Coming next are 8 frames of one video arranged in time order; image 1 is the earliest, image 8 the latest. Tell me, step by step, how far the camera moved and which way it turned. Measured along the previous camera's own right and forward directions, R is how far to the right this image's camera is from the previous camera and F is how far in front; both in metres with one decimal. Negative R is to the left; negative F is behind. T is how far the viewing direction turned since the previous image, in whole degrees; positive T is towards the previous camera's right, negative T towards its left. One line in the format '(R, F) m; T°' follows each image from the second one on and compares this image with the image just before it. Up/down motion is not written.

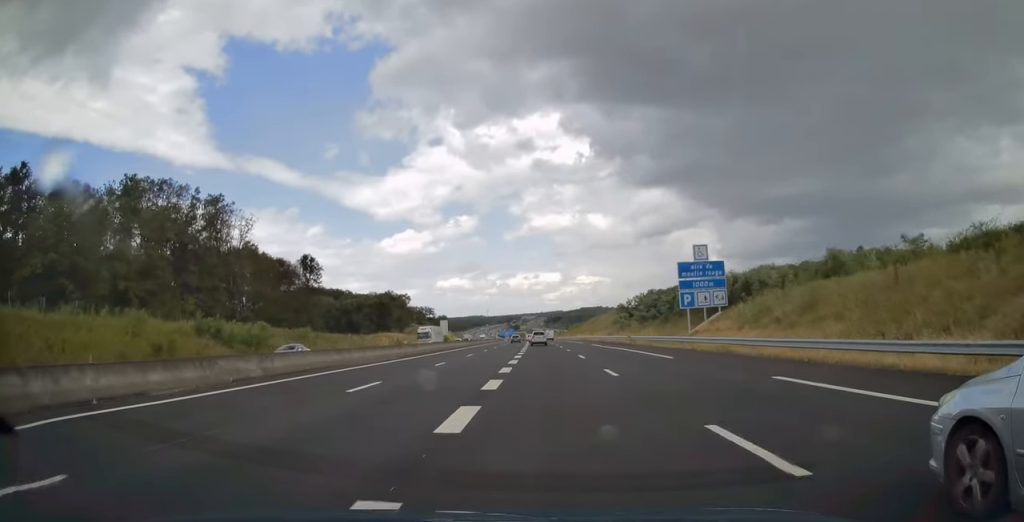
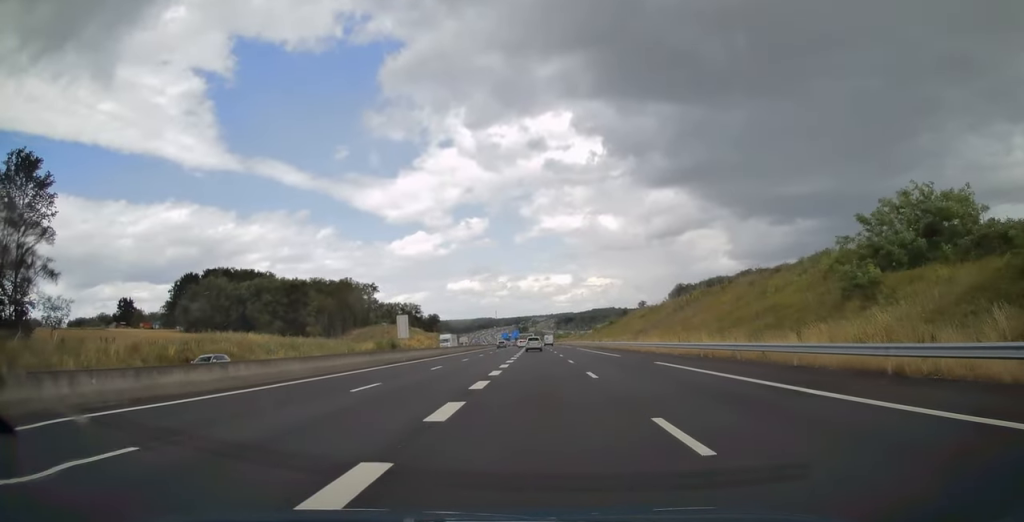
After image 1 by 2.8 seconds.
(-1.2, +85.1) m; -1°
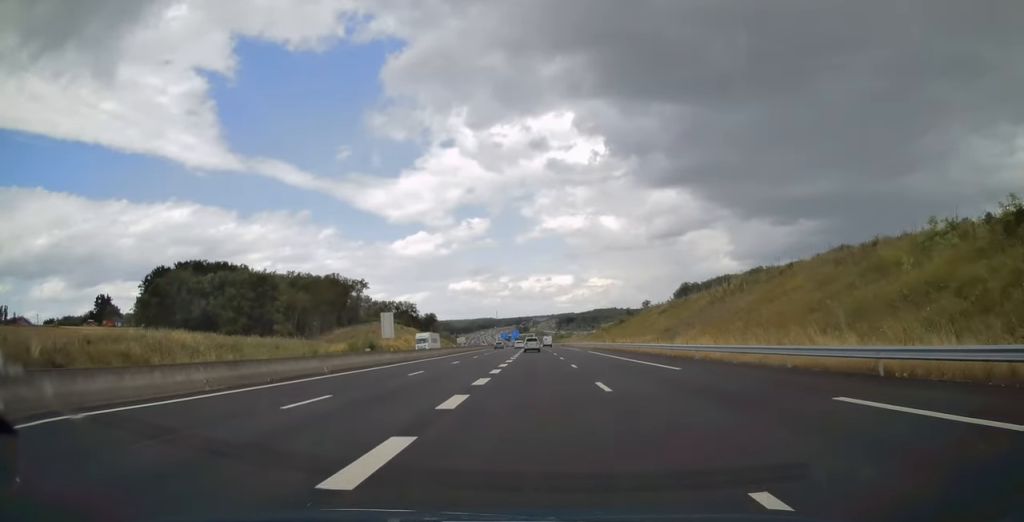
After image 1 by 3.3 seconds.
(0.0, +19.6) m; 0°
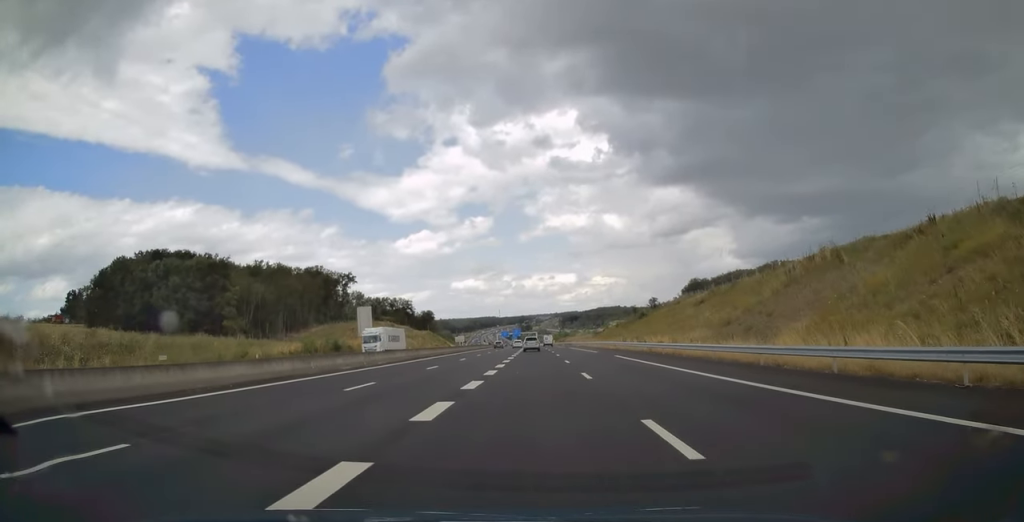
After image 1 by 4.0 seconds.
(0.0, +23.2) m; 0°
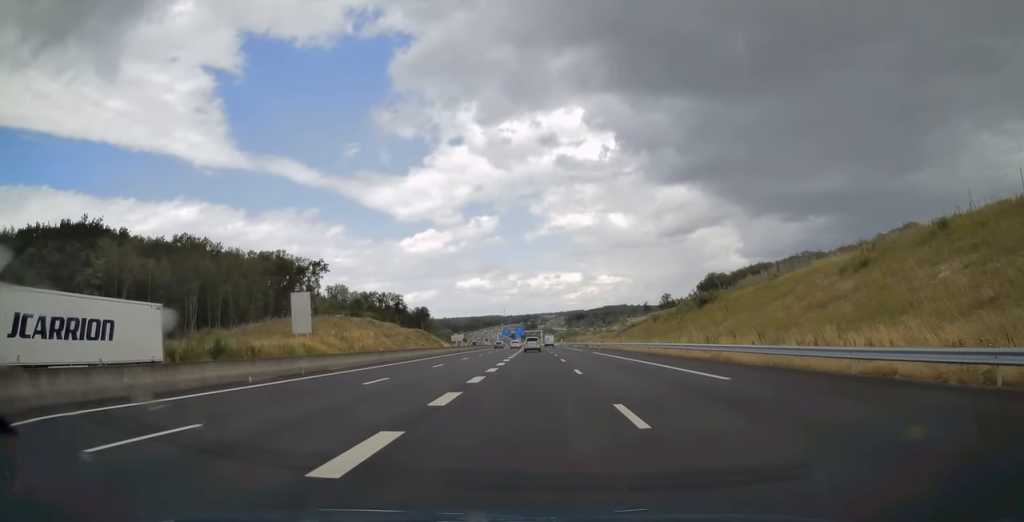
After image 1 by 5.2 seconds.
(-0.2, +38.0) m; 0°
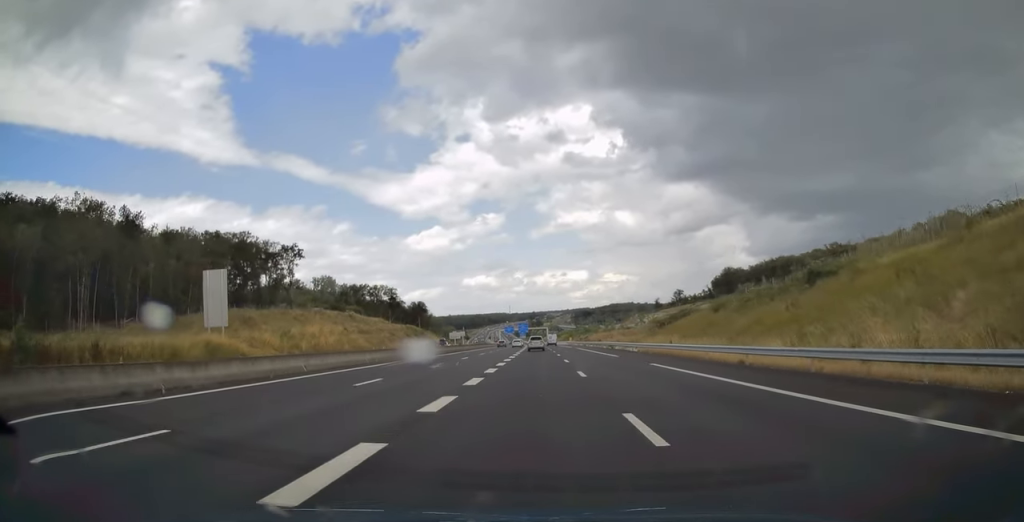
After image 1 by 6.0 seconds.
(-0.1, +26.8) m; 0°
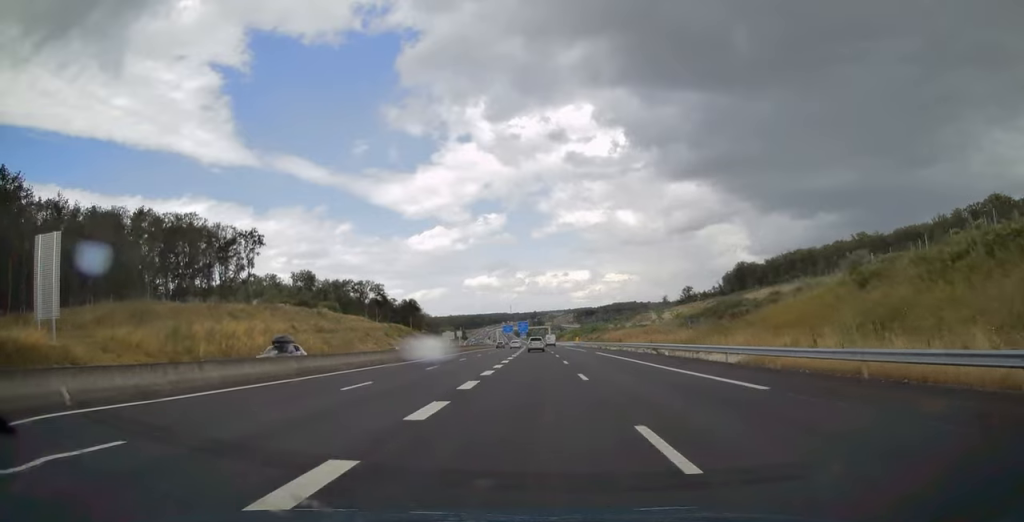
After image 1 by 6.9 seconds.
(0.0, +25.5) m; 0°
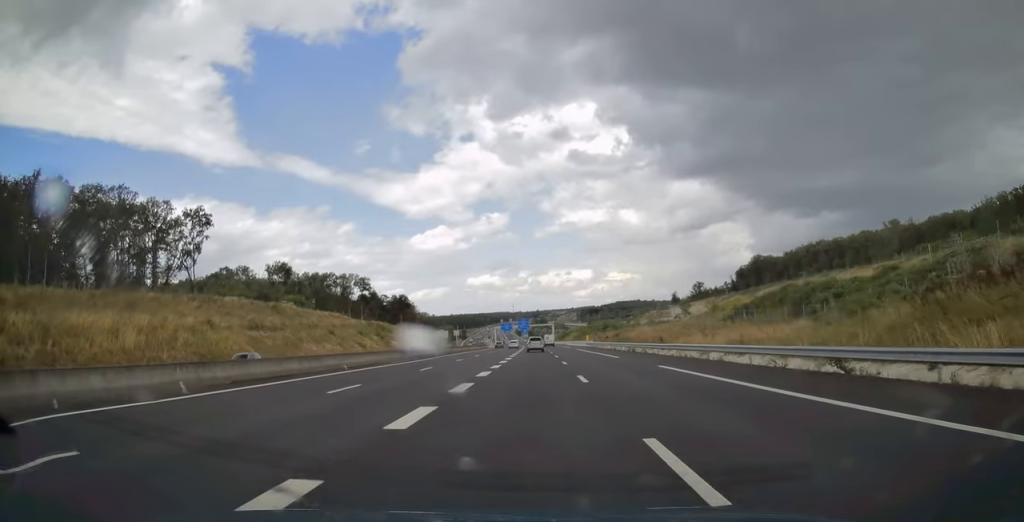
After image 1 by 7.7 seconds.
(-0.1, +24.0) m; -1°
